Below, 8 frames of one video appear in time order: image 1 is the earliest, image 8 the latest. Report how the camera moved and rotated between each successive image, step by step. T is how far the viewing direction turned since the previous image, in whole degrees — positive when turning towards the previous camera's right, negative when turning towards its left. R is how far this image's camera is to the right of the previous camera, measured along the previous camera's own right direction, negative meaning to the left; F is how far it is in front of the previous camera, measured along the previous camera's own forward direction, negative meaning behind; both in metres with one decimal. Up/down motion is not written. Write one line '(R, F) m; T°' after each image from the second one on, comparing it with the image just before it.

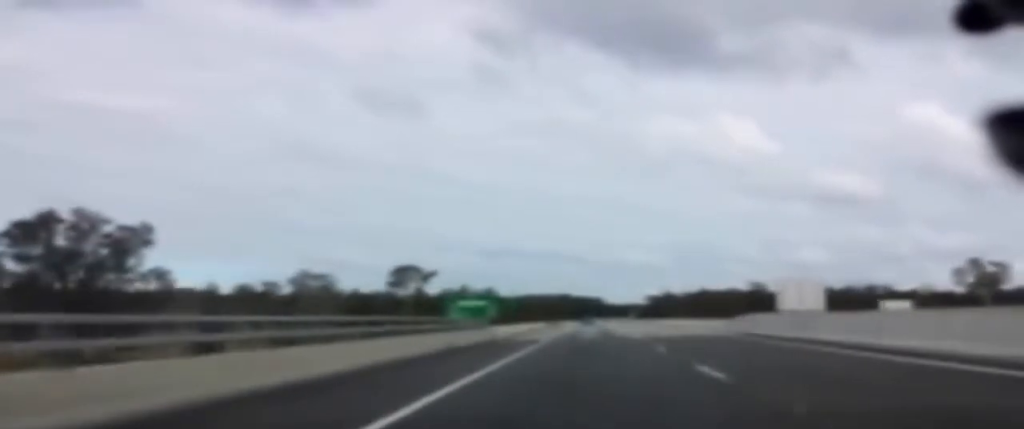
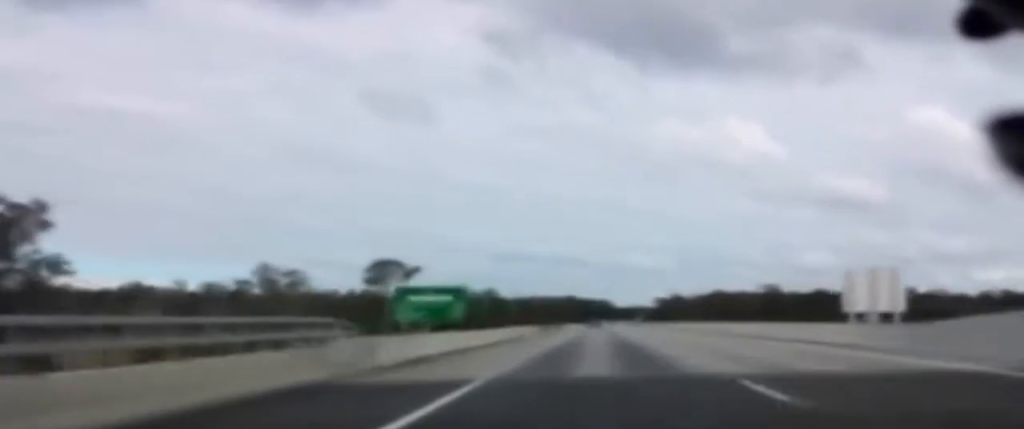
(0.0, +26.3) m; 0°
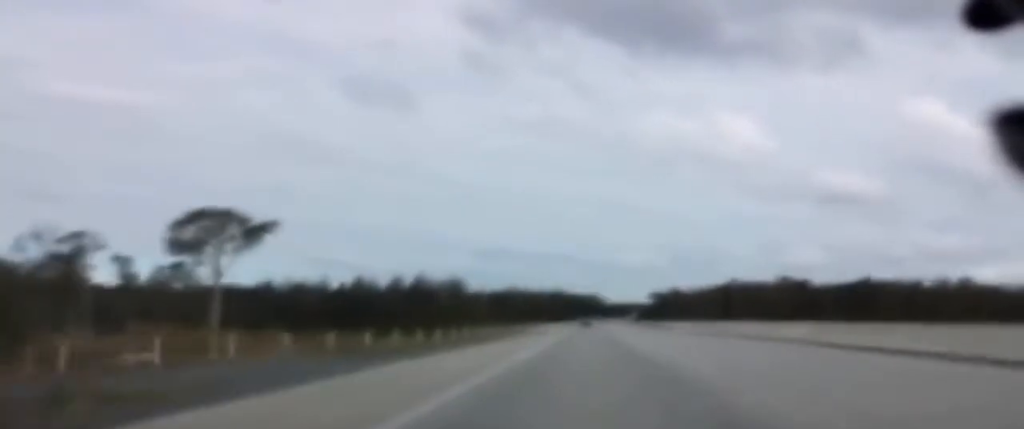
(-0.4, +66.8) m; 0°
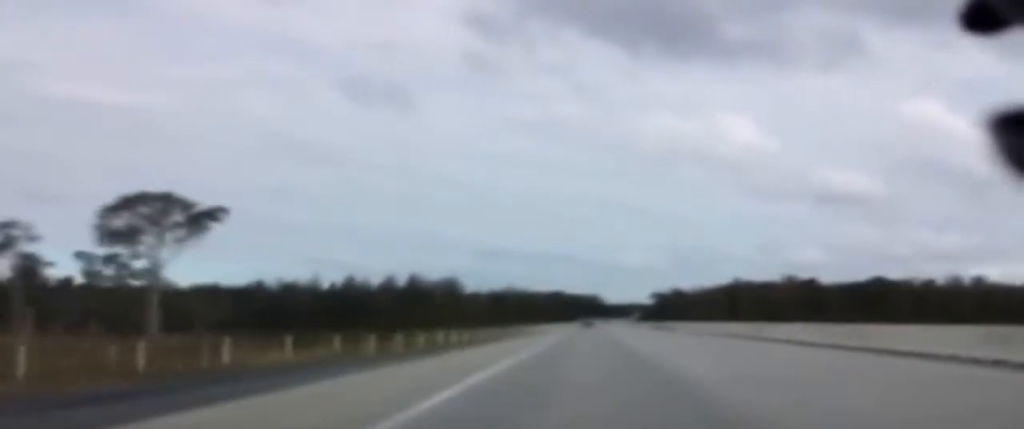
(0.0, +13.2) m; 0°
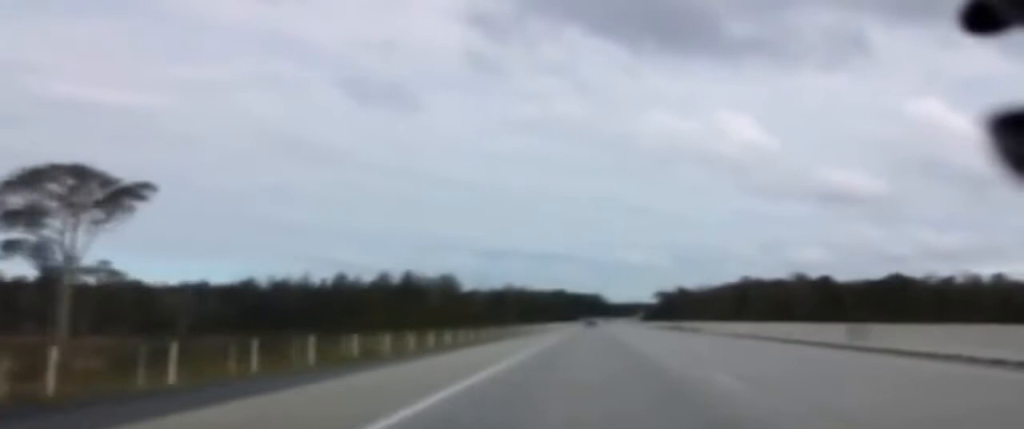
(0.0, +14.2) m; 0°
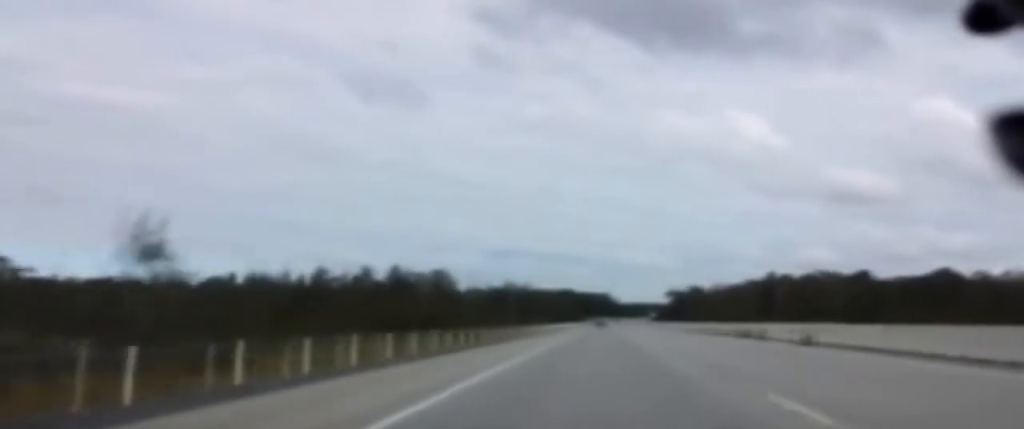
(+0.1, +28.4) m; 0°
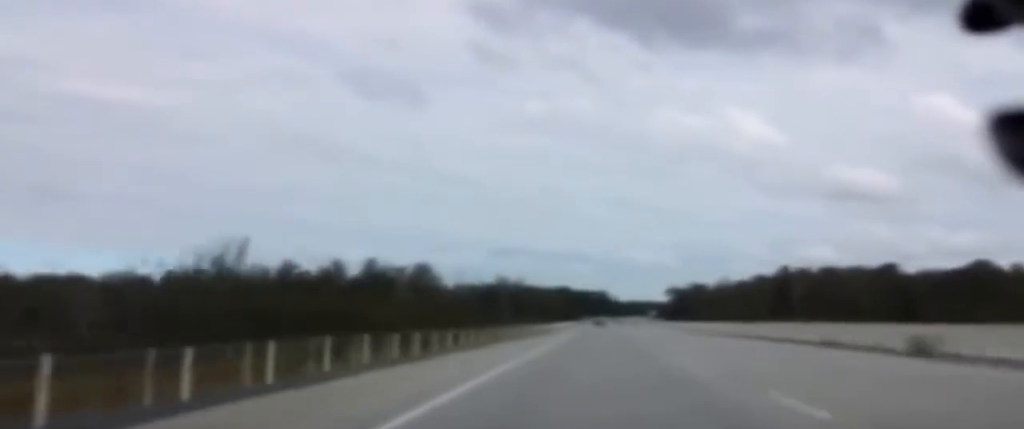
(0.0, +23.4) m; 0°
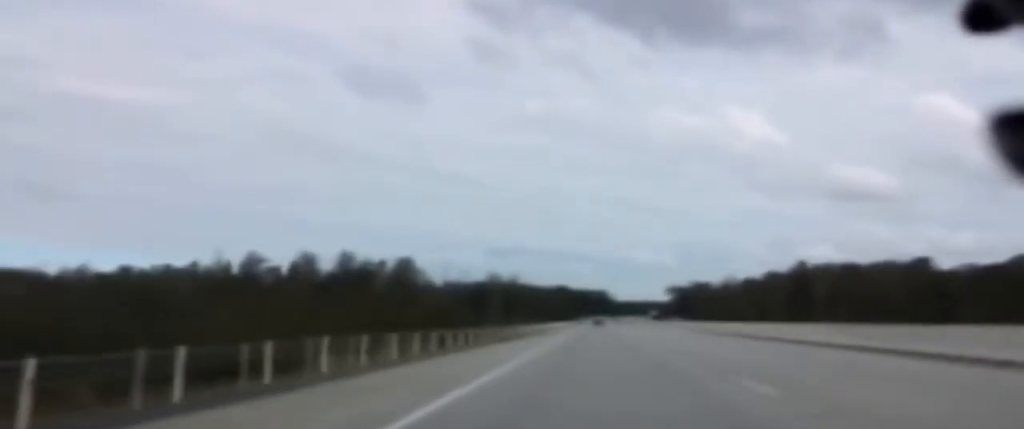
(-0.1, +21.4) m; 0°
